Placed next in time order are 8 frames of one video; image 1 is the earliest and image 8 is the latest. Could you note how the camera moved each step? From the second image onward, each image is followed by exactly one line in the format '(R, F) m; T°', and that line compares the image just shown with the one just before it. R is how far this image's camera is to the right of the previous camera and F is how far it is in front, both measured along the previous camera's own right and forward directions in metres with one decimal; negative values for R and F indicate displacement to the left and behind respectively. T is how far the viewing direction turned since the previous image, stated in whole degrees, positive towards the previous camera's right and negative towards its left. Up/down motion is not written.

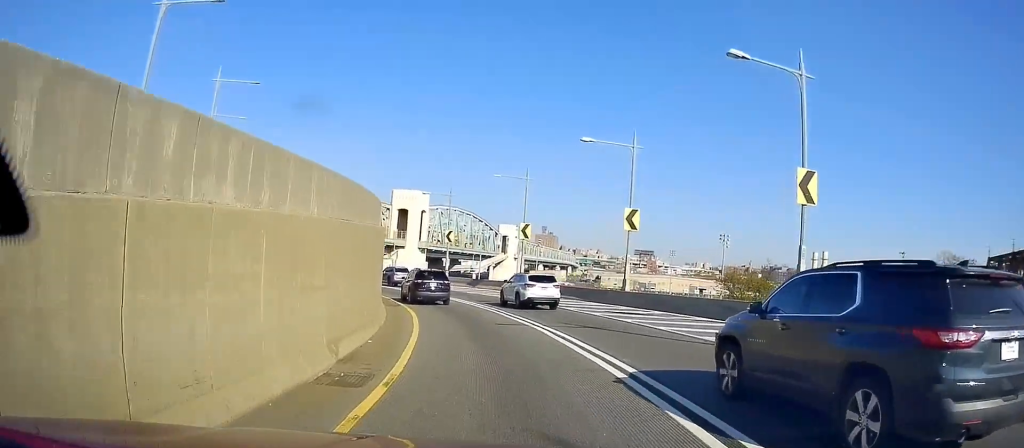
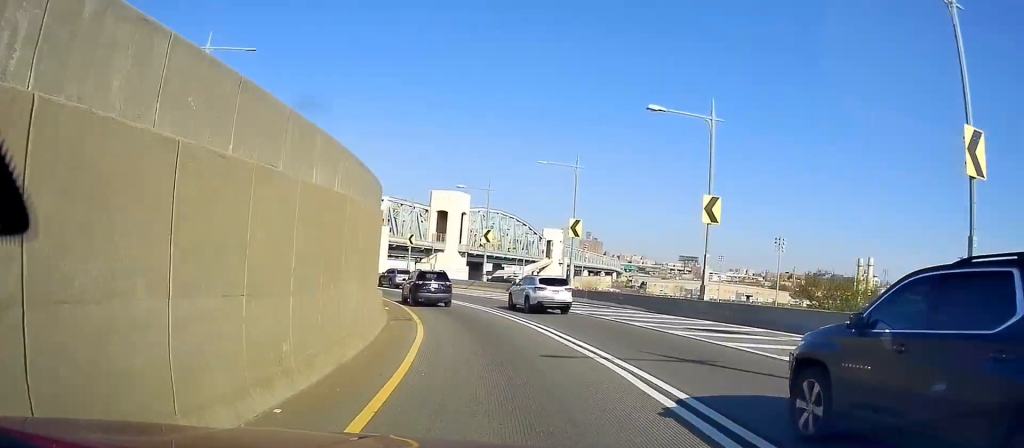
(-0.4, +7.0) m; -4°
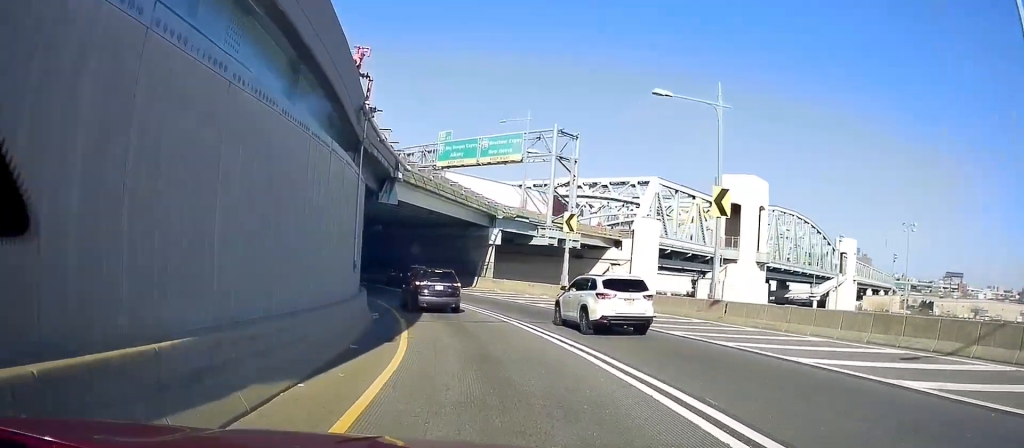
(-8.4, +40.4) m; -25°
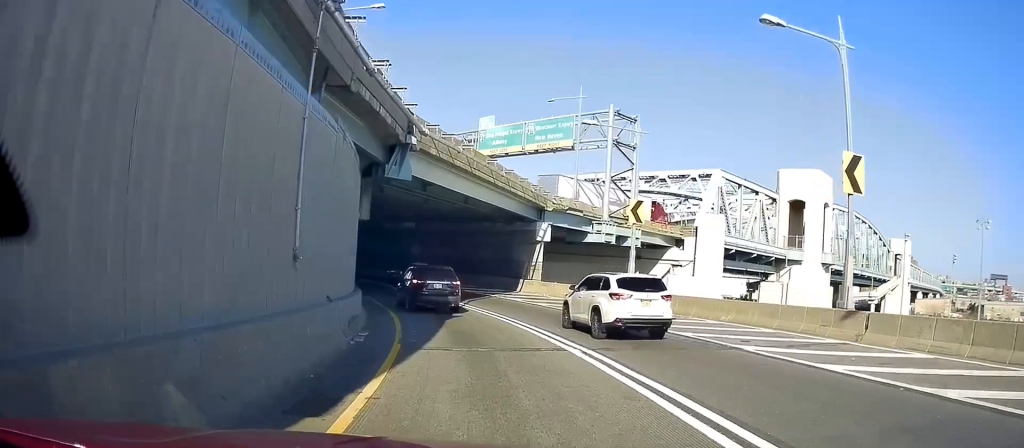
(-0.6, +7.9) m; -5°
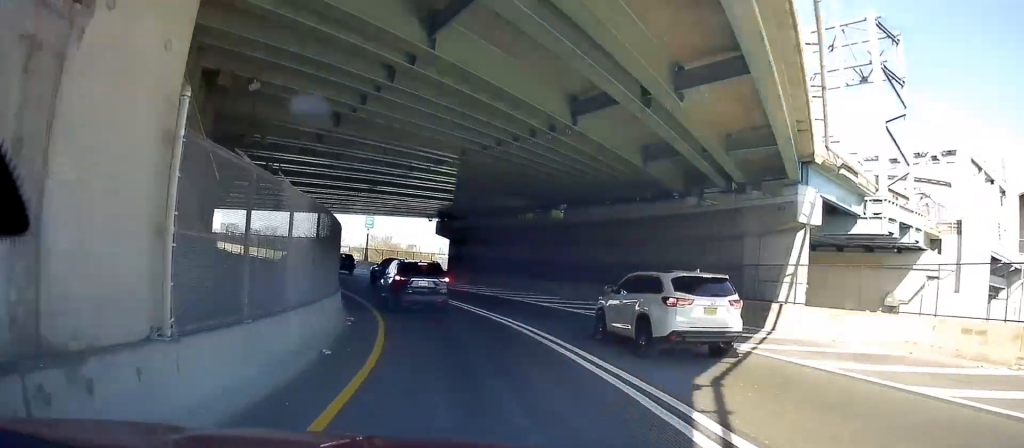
(-2.9, +24.2) m; -12°
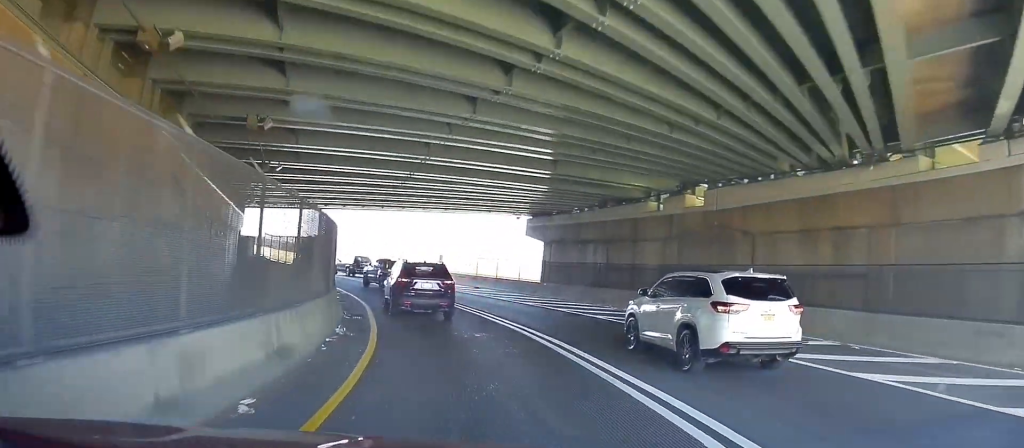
(-0.4, +13.2) m; -4°
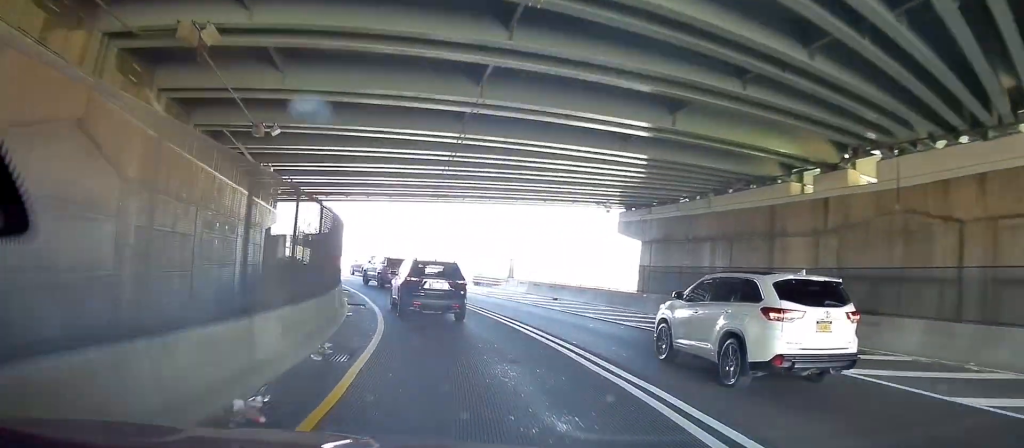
(-0.3, +10.1) m; -2°
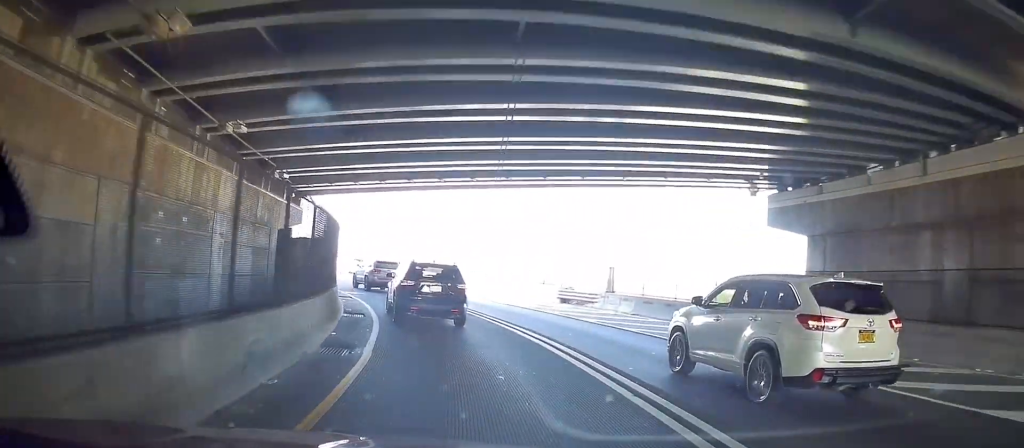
(-0.4, +12.9) m; -4°
